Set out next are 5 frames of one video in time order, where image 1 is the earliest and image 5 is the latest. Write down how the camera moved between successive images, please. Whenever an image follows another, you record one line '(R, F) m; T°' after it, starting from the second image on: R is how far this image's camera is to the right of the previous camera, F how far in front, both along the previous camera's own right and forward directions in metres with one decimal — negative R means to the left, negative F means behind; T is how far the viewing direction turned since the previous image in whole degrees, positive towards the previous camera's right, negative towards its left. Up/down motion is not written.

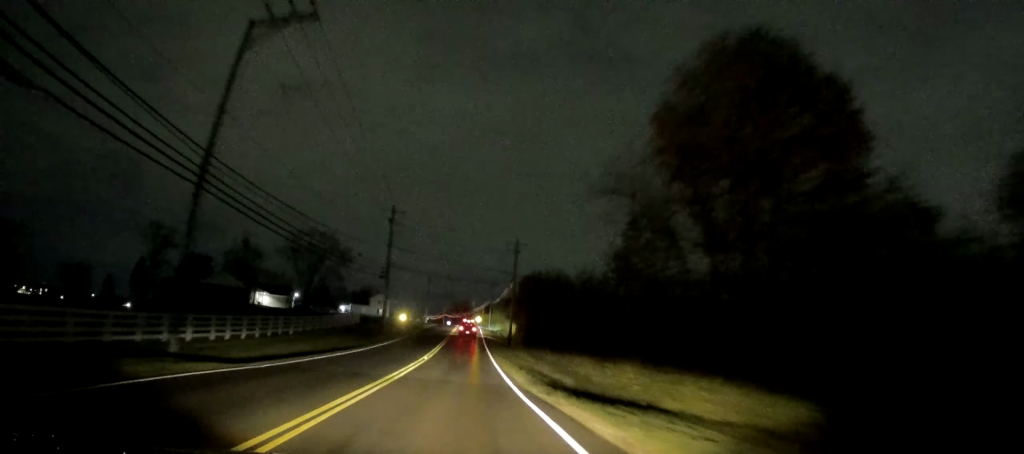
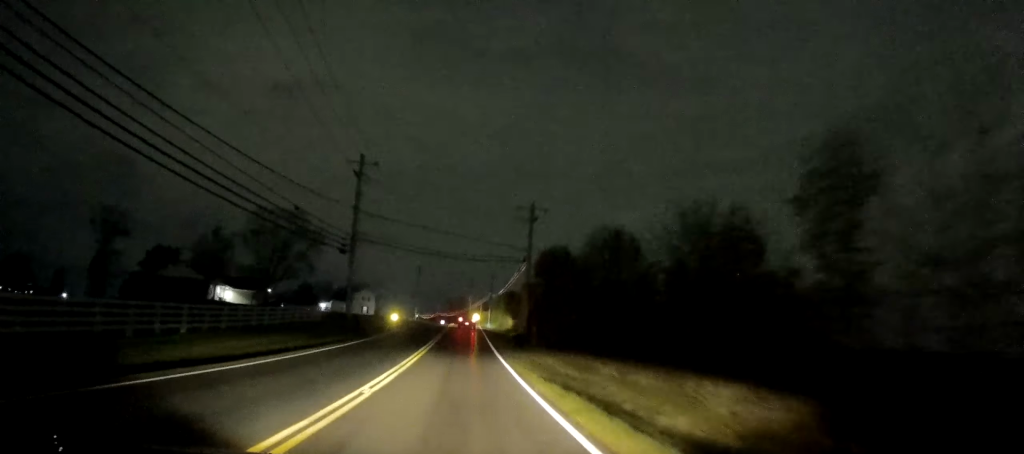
(-0.4, +17.4) m; -1°
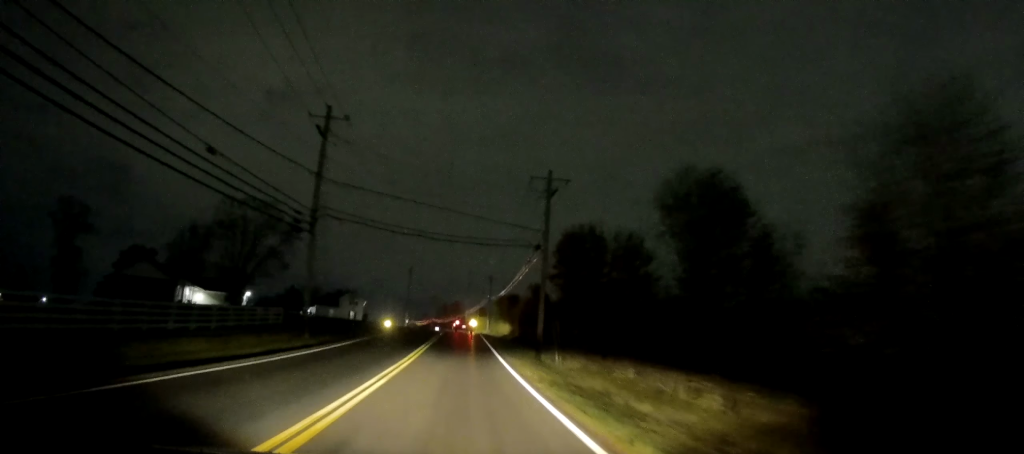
(0.0, +10.7) m; 0°
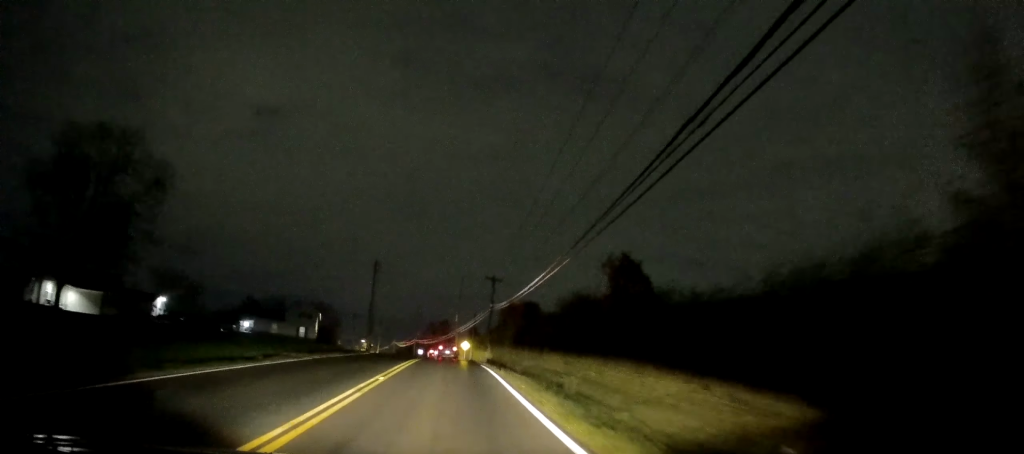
(+0.3, +33.4) m; +2°
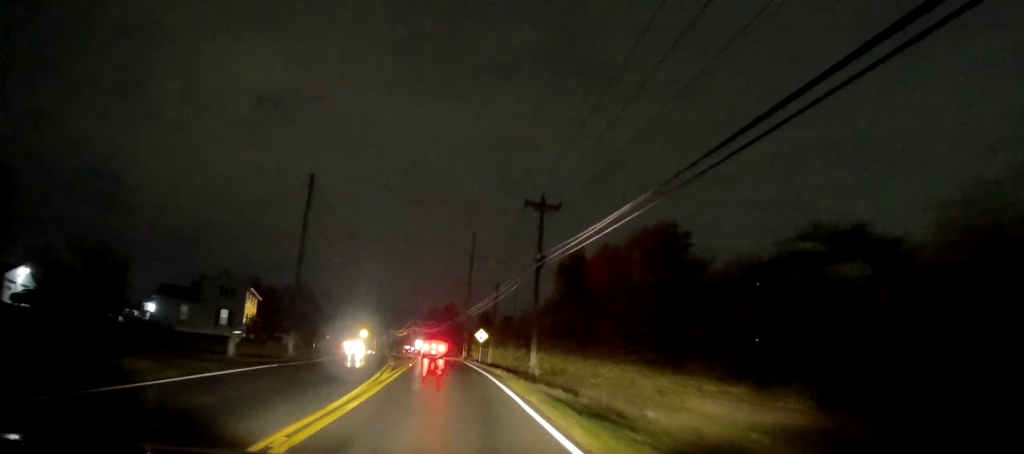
(0.0, +34.5) m; -1°
